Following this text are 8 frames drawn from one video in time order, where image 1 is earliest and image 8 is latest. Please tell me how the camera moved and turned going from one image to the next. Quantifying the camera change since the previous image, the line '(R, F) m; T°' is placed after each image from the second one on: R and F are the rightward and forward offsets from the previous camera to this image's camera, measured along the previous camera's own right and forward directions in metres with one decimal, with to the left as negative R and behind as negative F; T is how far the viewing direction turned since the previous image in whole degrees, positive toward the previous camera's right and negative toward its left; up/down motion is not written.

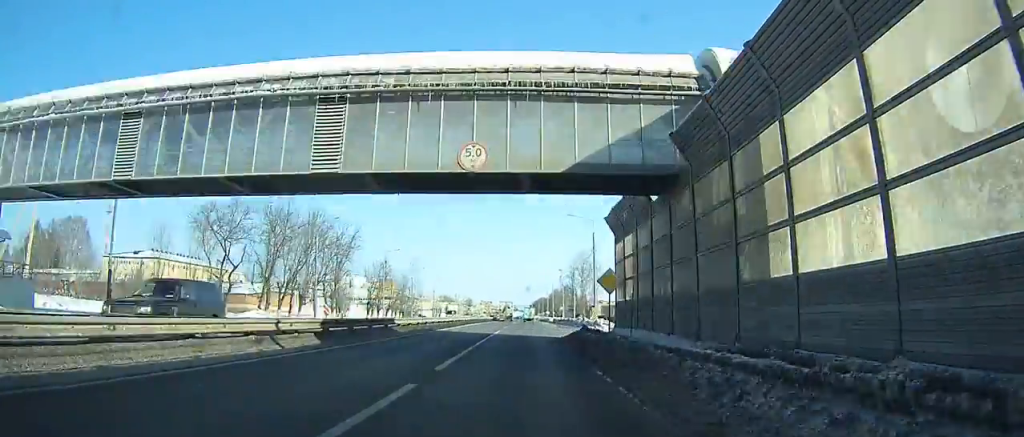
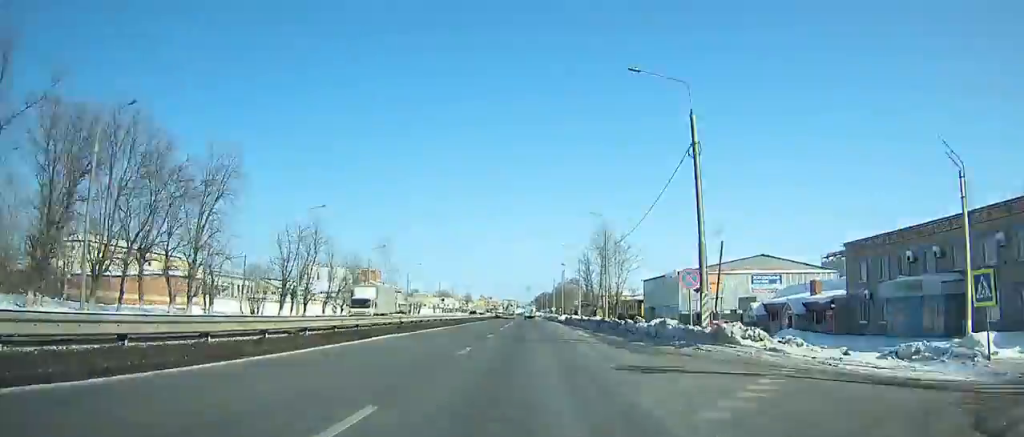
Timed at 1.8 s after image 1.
(+0.3, +35.2) m; 0°
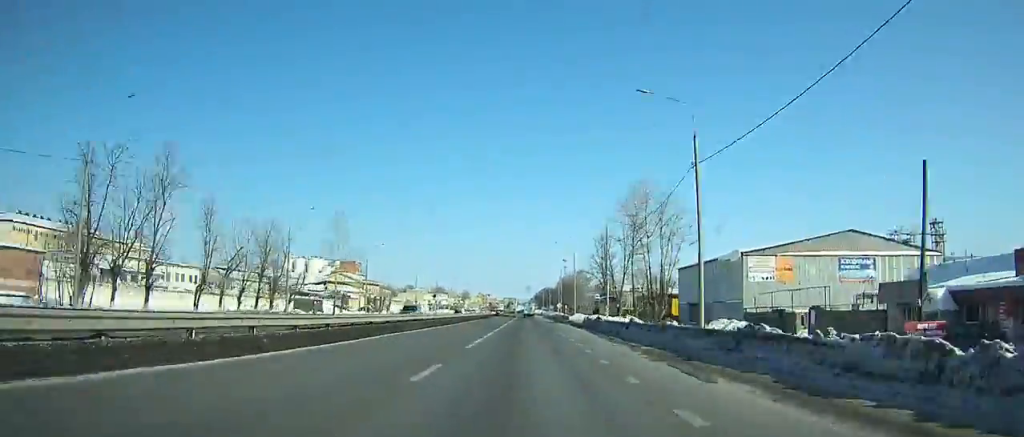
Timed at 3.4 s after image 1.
(+0.1, +31.2) m; 0°
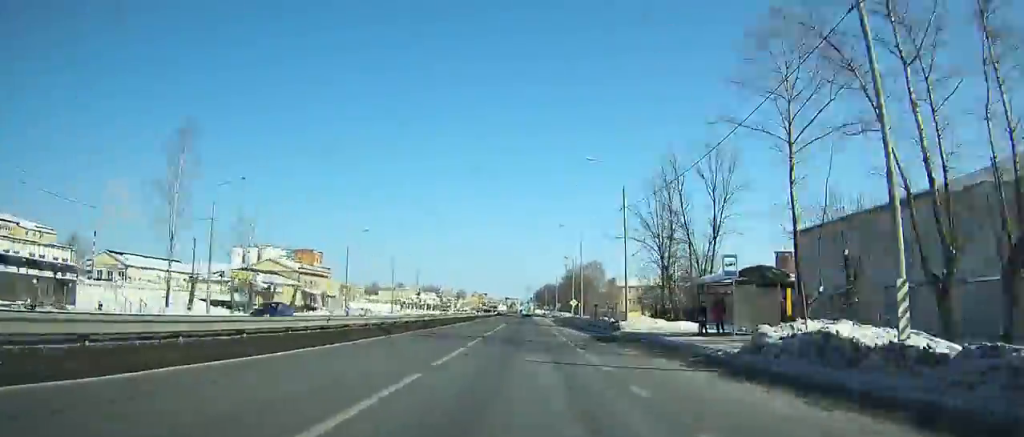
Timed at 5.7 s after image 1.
(0.0, +44.7) m; 0°
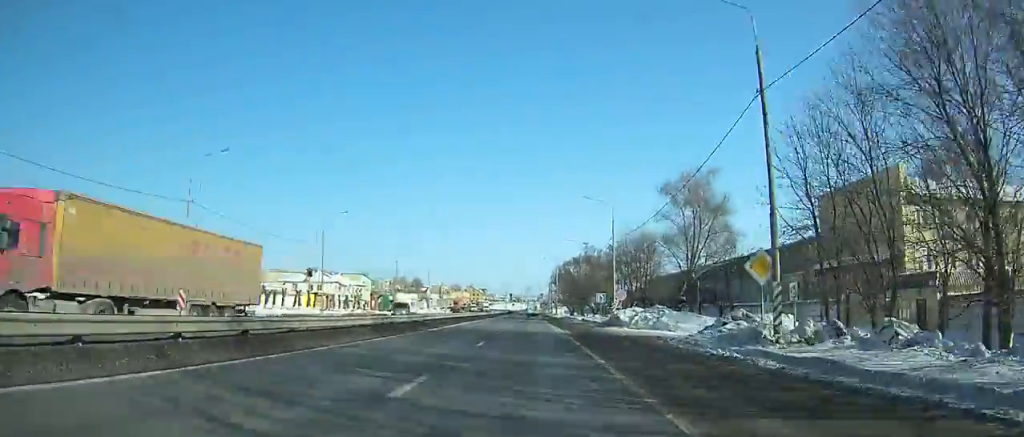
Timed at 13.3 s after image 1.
(-0.7, +147.1) m; 0°
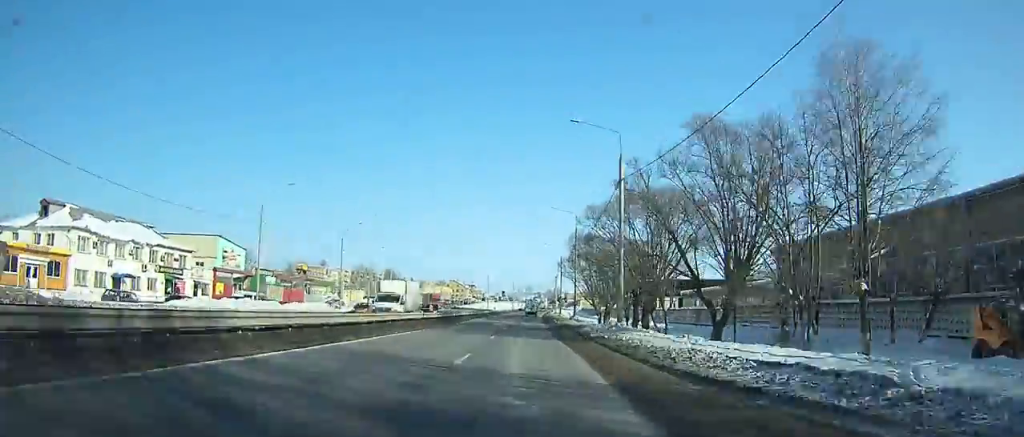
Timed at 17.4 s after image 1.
(-0.3, +78.4) m; -1°
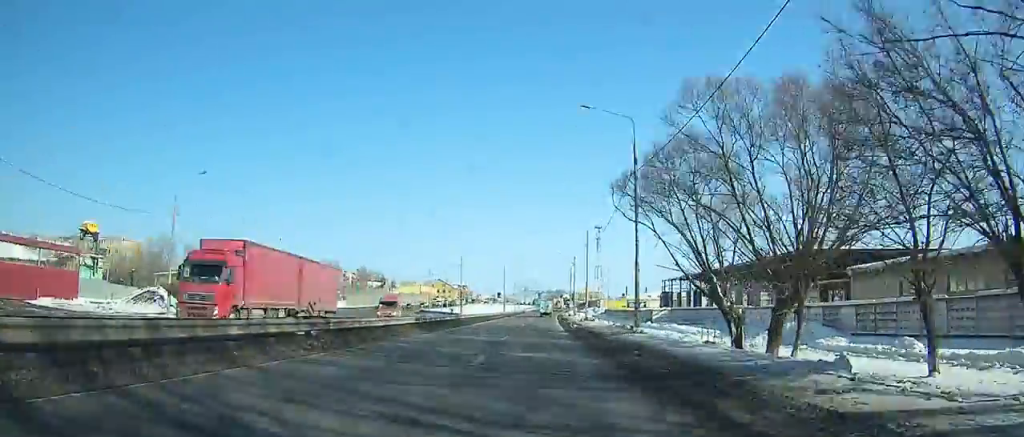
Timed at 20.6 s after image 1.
(-0.2, +60.5) m; +1°
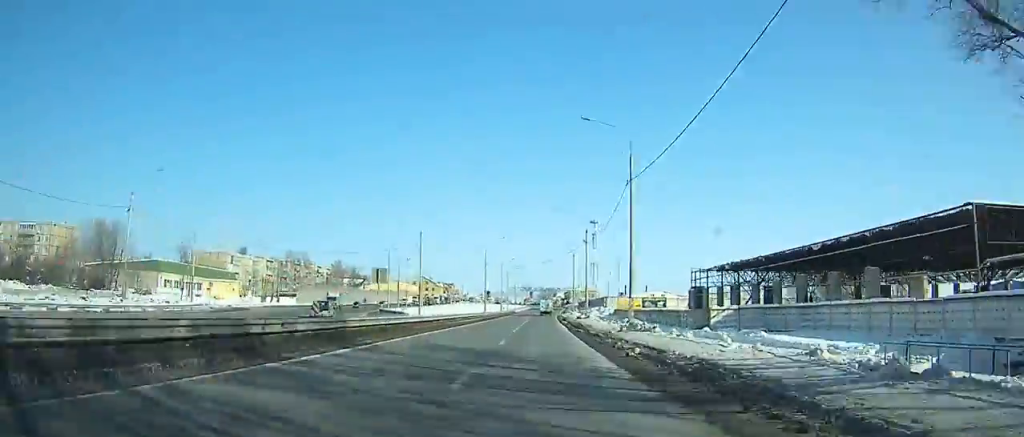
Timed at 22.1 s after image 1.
(+0.2, +28.0) m; +1°
